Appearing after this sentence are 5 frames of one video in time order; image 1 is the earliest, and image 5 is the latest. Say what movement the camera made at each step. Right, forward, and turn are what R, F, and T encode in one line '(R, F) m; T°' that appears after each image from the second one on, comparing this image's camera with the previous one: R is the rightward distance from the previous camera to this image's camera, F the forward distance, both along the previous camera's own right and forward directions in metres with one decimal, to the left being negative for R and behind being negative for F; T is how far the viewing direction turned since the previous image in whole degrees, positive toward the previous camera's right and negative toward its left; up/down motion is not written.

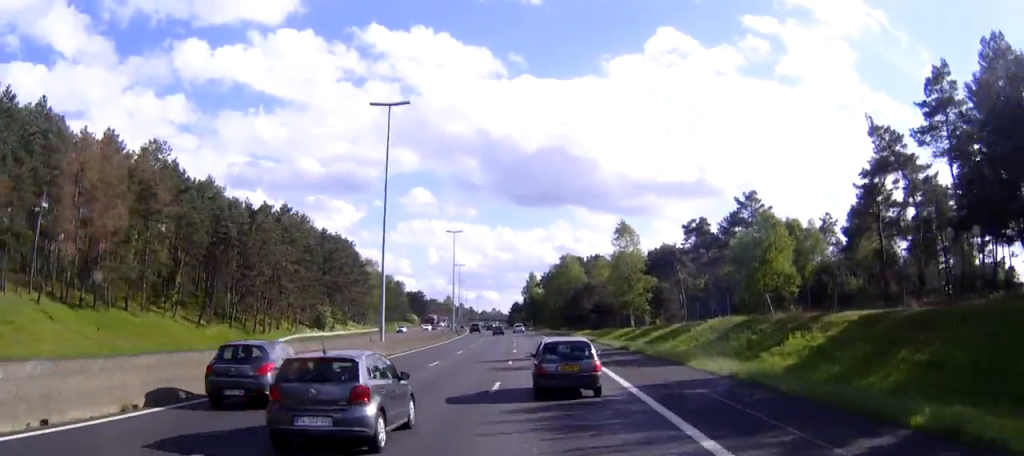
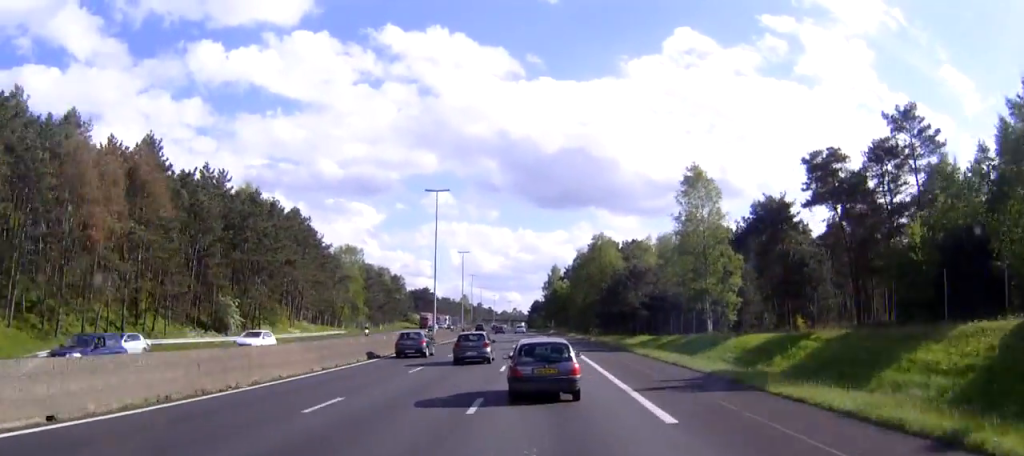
(-0.5, +43.9) m; -1°
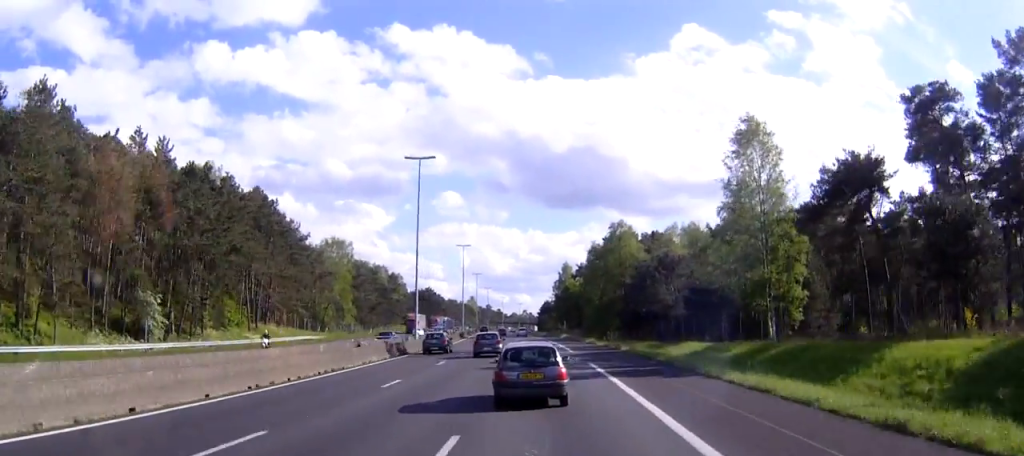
(0.0, +18.3) m; -1°
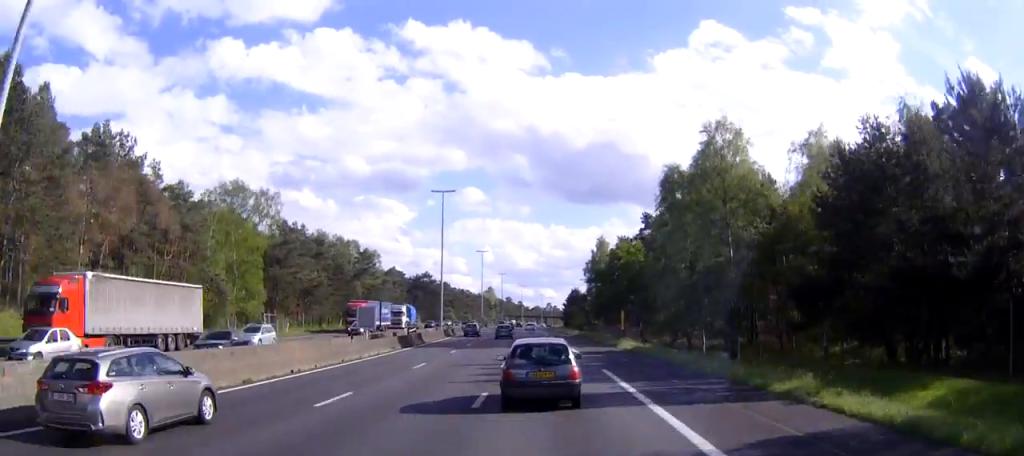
(-1.3, +58.7) m; -2°
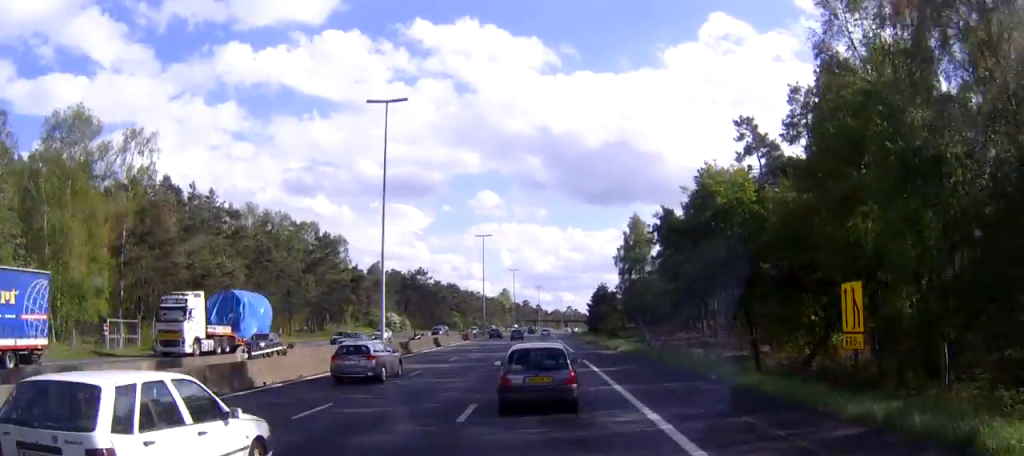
(-0.7, +40.4) m; -2°
